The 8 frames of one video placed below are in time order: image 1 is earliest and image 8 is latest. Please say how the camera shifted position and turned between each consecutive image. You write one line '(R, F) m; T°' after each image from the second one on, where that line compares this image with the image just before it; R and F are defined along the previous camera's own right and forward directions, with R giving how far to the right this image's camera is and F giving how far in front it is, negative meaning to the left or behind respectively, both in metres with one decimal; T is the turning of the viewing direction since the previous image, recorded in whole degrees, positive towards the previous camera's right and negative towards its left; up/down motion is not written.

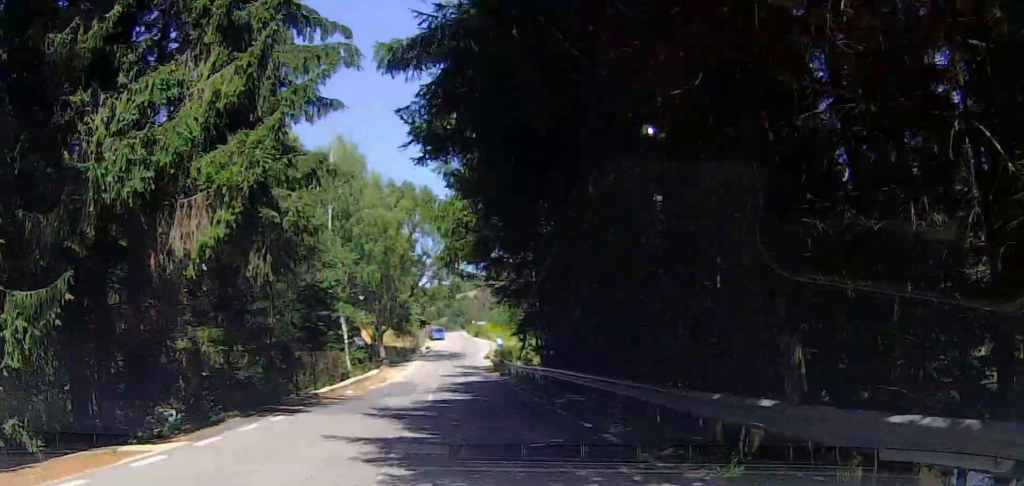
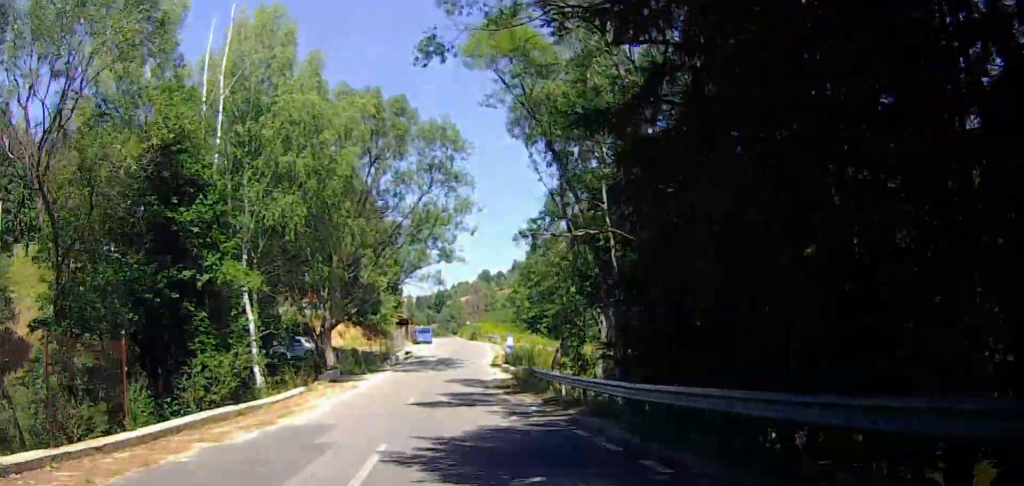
(+1.0, +22.3) m; 0°
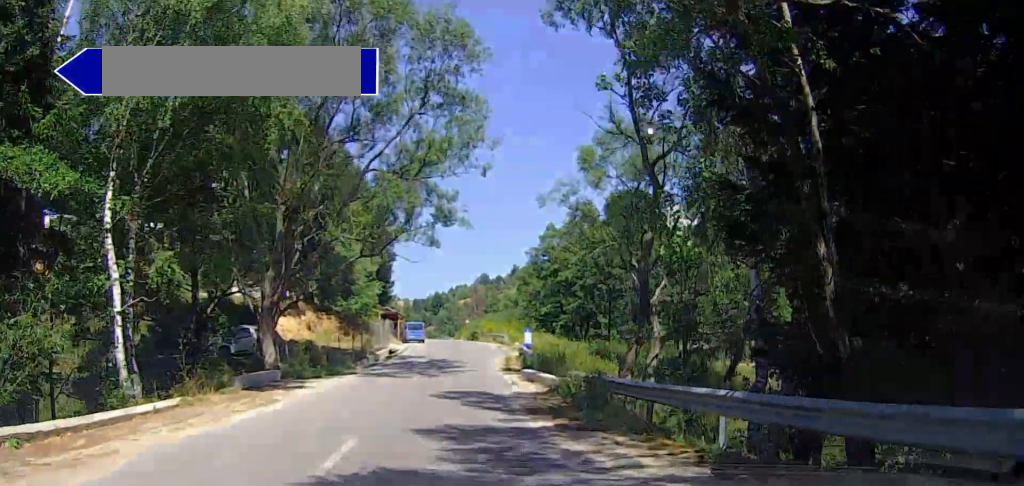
(+0.1, +12.3) m; +1°
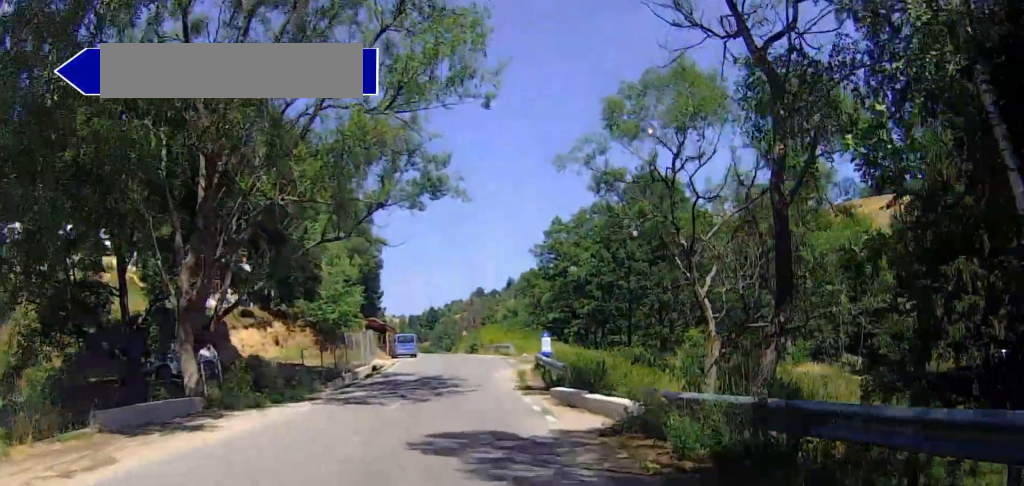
(+0.4, +8.4) m; +1°
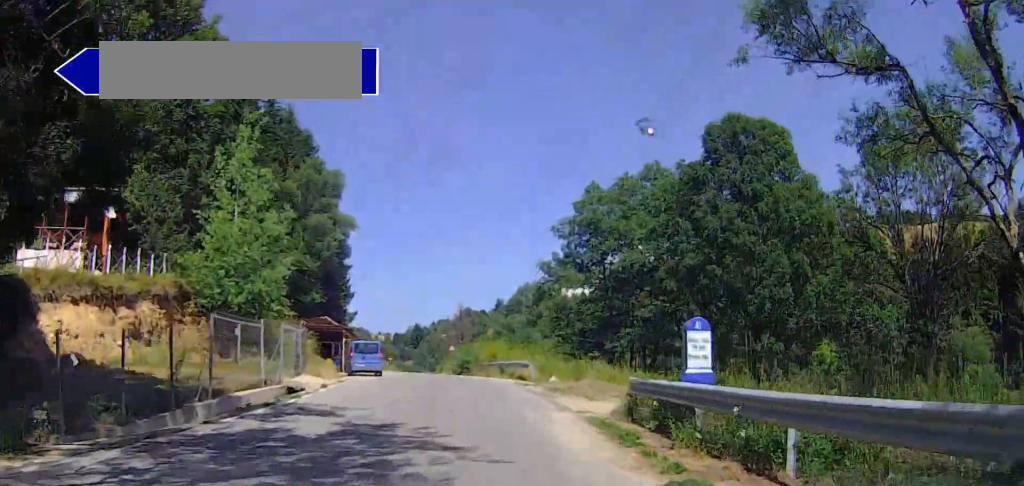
(-0.7, +17.7) m; -2°
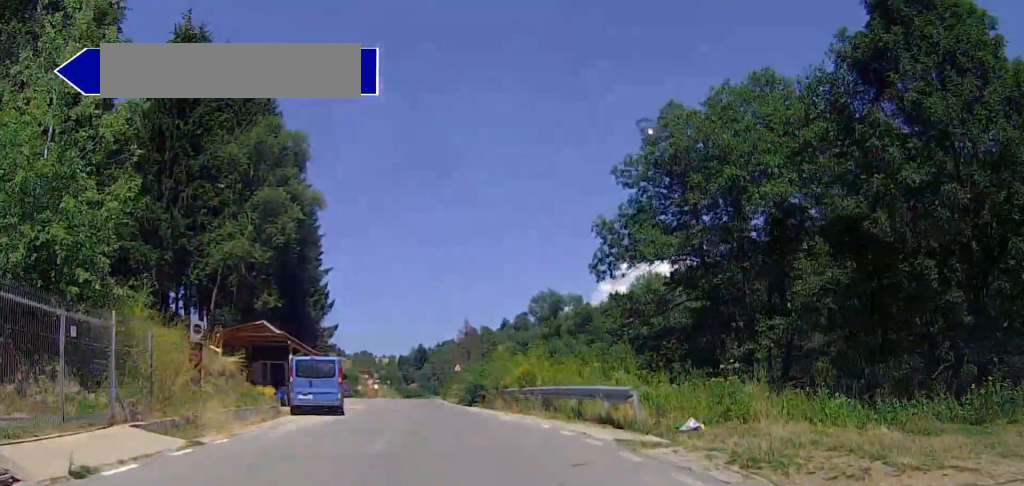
(0.0, +15.6) m; 0°
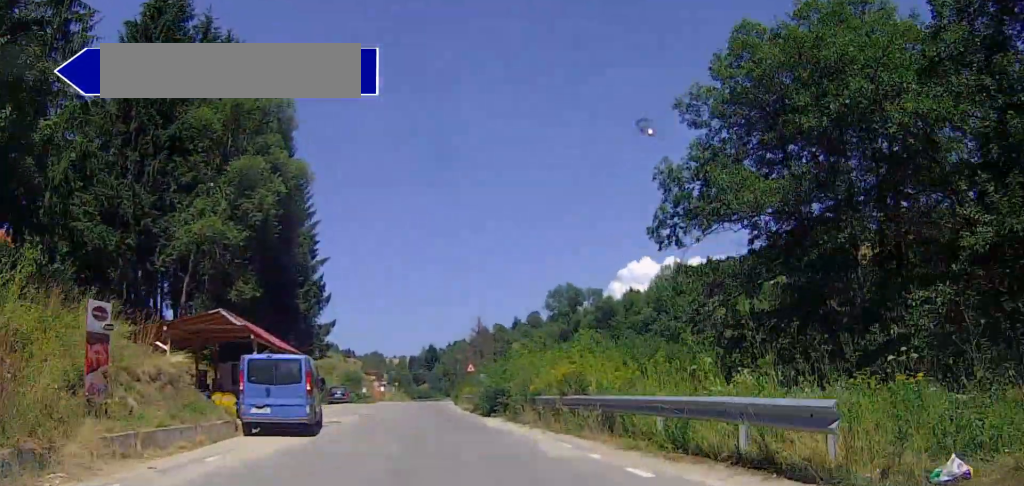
(0.0, +6.7) m; 0°
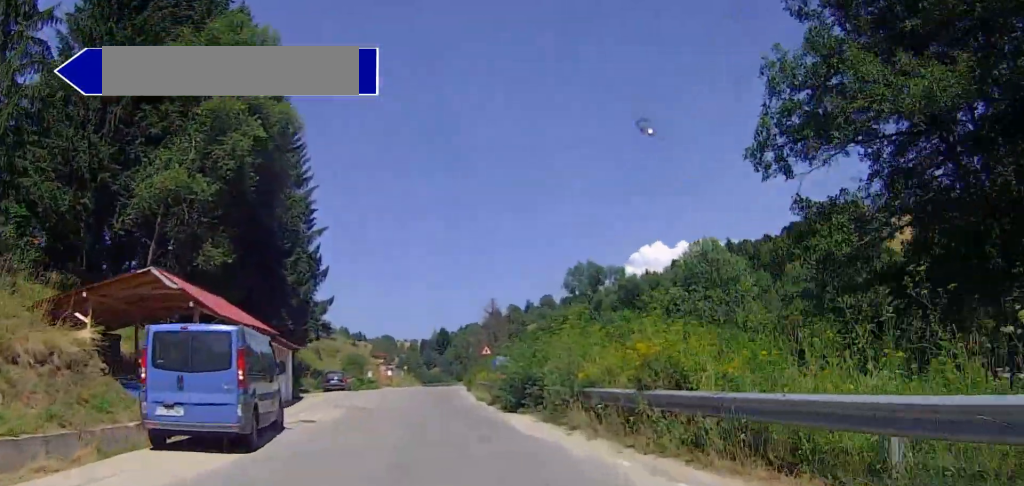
(0.0, +5.9) m; 0°
